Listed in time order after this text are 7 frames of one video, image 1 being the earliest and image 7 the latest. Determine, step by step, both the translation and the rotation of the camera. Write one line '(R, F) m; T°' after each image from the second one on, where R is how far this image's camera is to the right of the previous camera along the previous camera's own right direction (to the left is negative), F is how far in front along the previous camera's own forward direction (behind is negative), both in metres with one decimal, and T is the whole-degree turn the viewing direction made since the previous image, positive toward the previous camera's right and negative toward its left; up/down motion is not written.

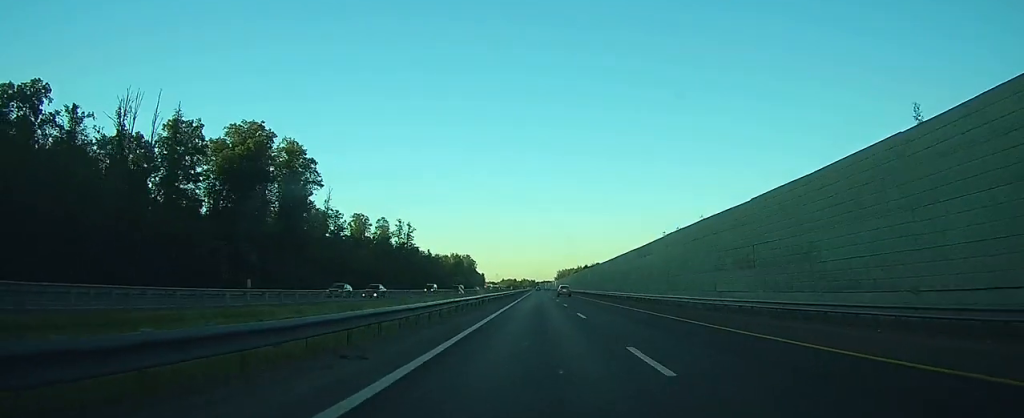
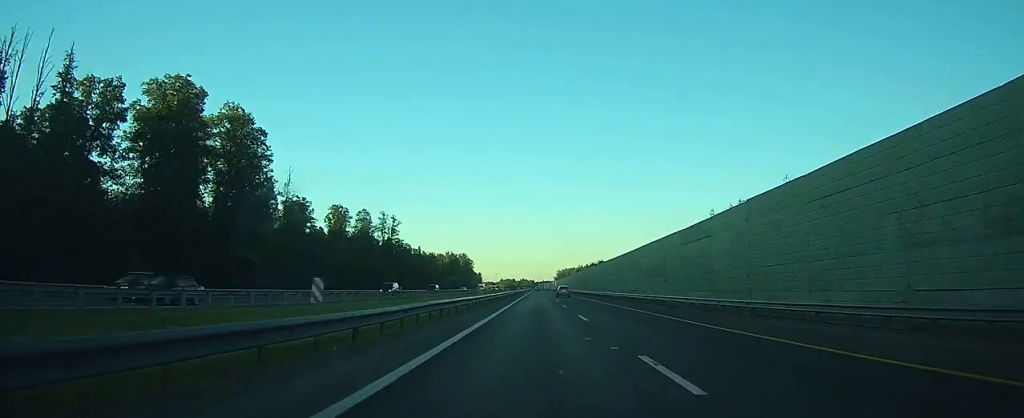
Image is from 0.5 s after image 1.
(0.0, +17.5) m; 0°
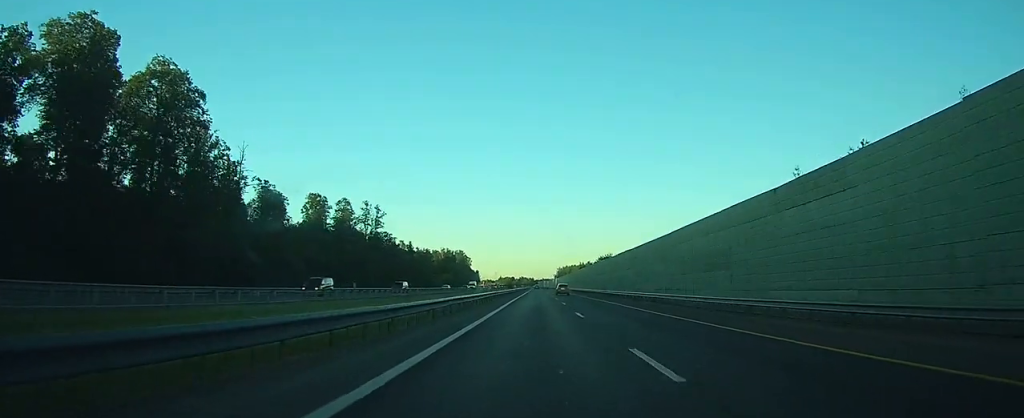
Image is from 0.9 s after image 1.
(0.0, +15.2) m; 0°
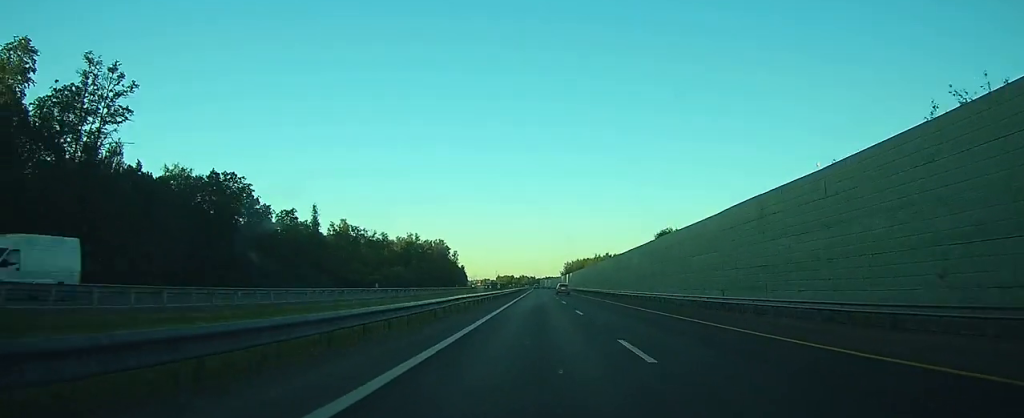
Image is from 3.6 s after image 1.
(0.0, +94.3) m; 0°
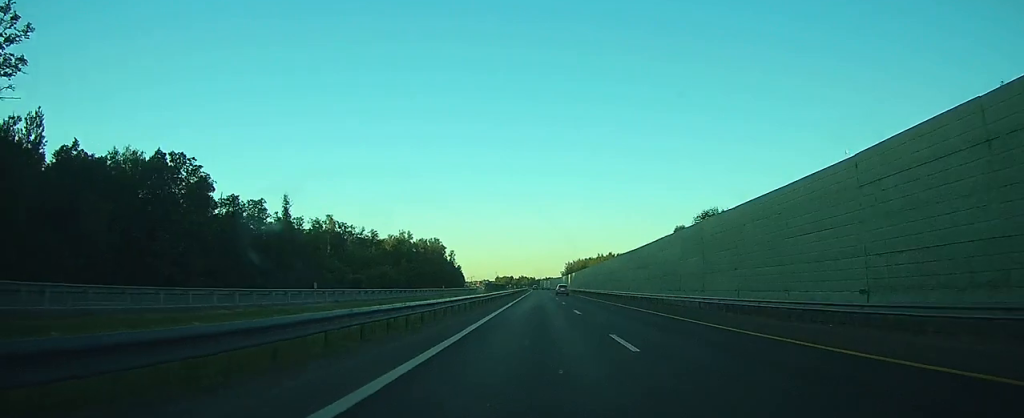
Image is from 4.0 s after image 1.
(0.0, +14.3) m; 0°
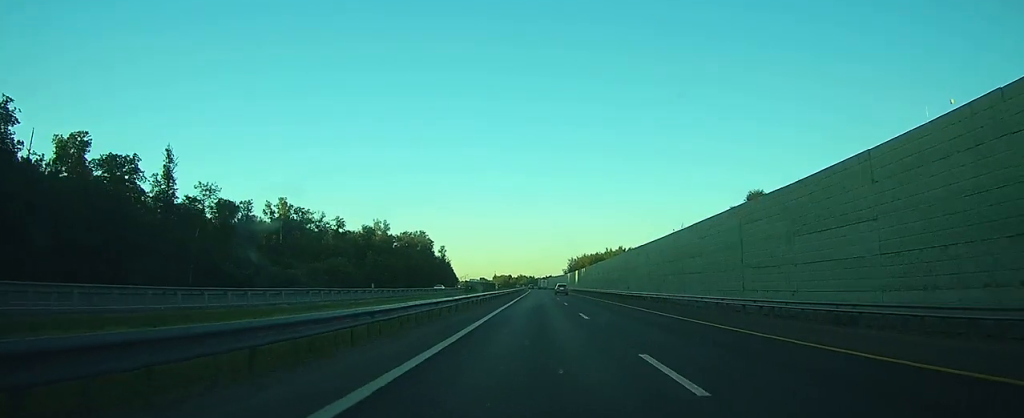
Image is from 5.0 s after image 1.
(0.0, +36.9) m; 0°
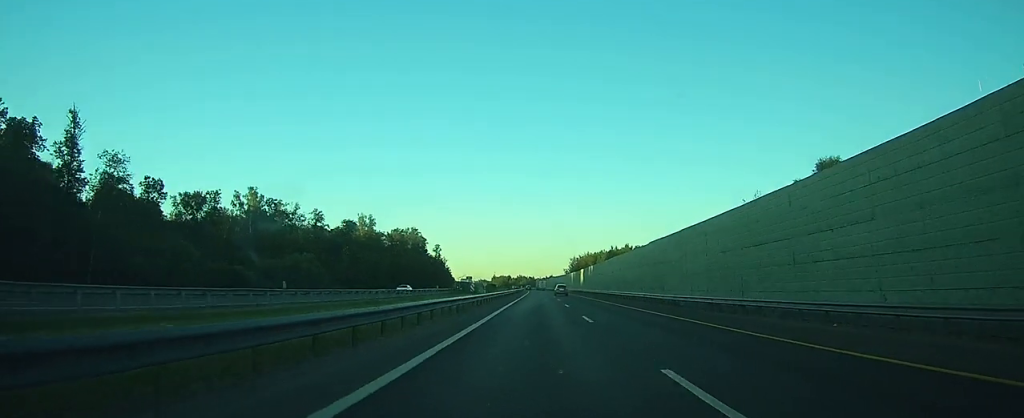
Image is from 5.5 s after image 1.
(0.0, +17.9) m; 0°
